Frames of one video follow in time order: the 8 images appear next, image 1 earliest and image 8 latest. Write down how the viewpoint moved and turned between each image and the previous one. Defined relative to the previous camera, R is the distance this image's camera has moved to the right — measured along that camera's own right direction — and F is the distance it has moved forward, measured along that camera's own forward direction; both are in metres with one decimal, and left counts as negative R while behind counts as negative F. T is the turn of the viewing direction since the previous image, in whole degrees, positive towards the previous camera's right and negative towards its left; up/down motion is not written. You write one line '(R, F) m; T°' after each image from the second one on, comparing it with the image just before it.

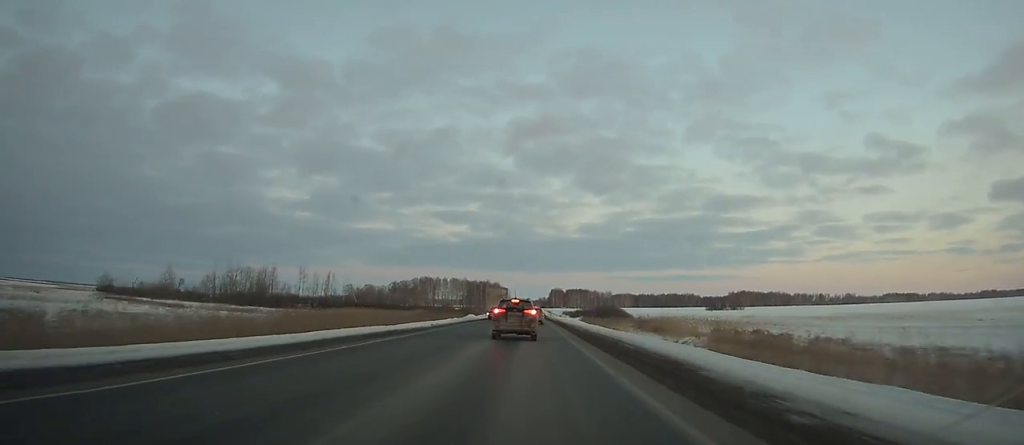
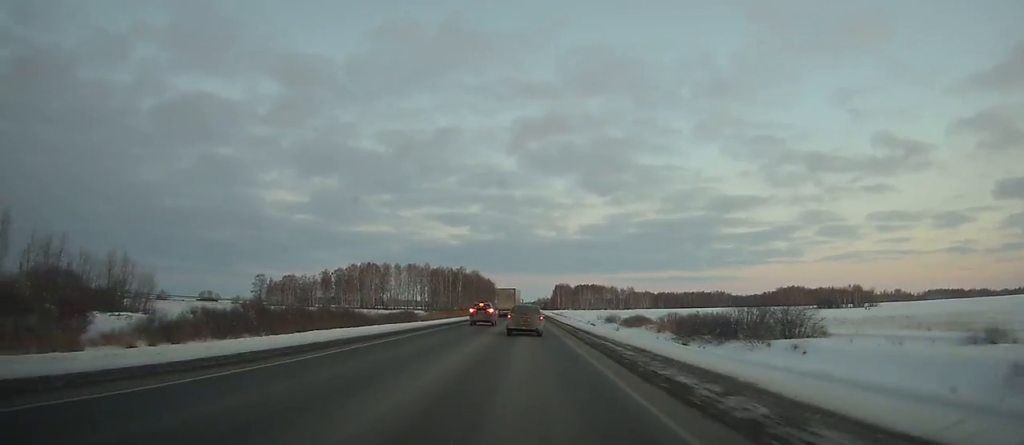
(+0.4, +166.9) m; 0°
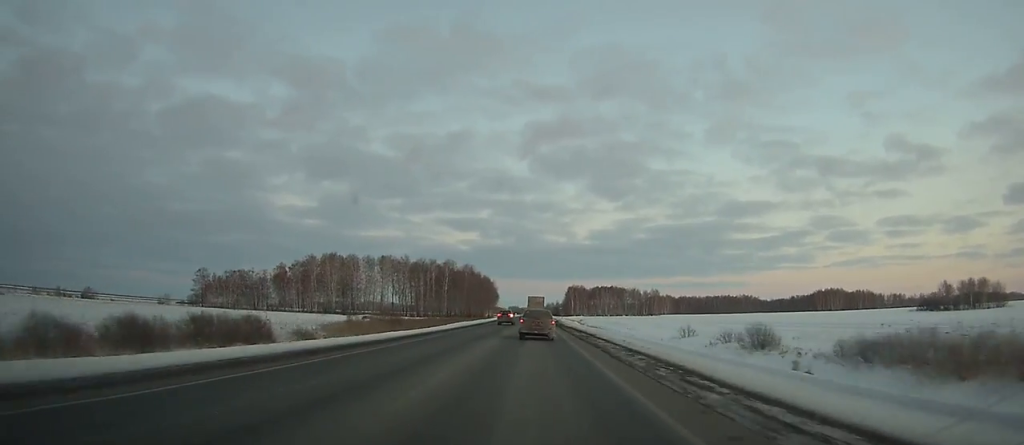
(0.0, +72.9) m; 0°
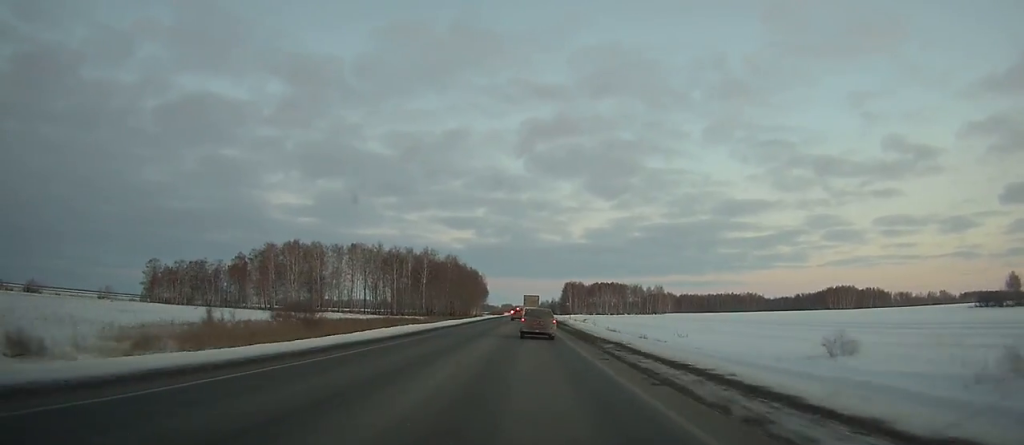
(-0.1, +33.9) m; 0°
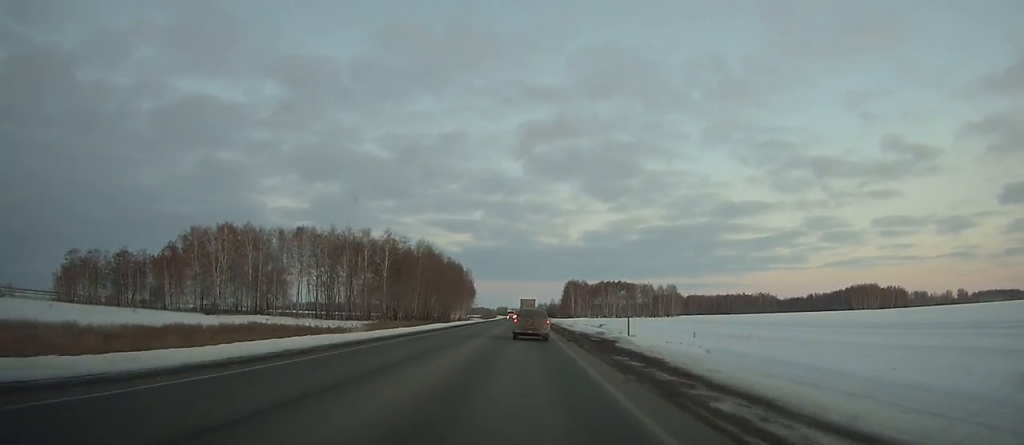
(0.0, +45.7) m; 0°
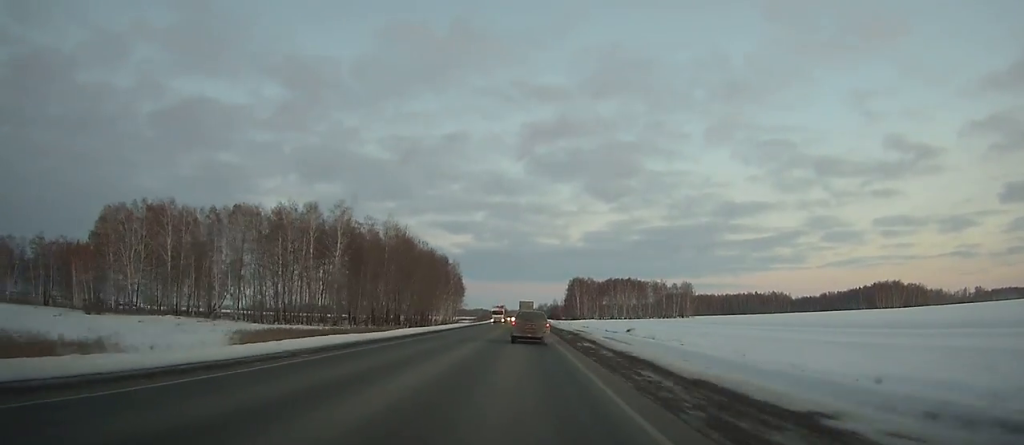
(+0.1, +35.7) m; 0°
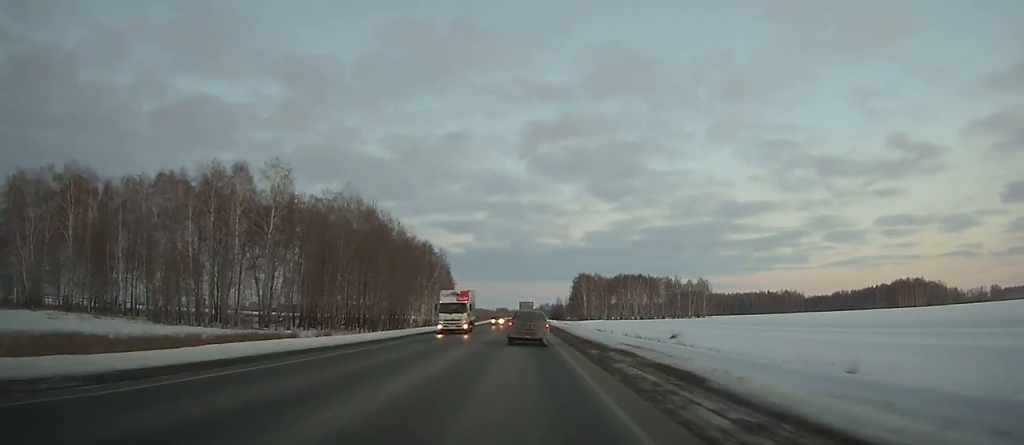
(+0.2, +28.1) m; 0°
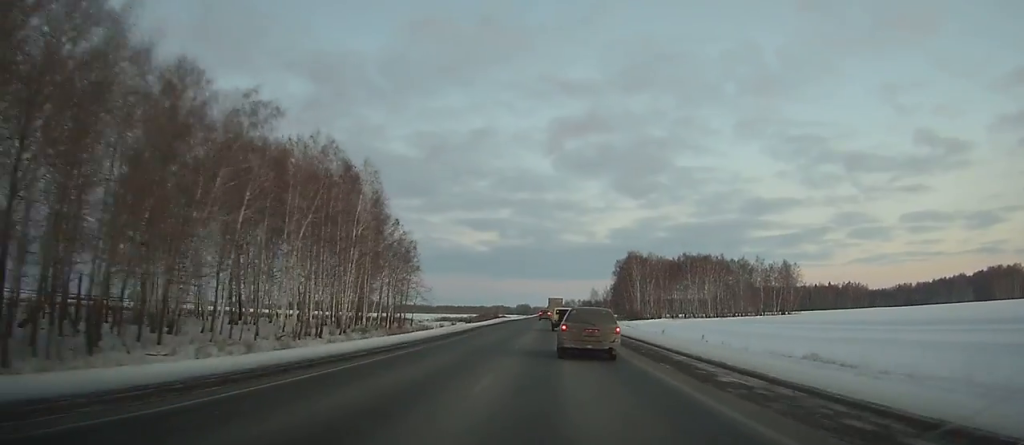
(-0.9, +80.9) m; -1°
